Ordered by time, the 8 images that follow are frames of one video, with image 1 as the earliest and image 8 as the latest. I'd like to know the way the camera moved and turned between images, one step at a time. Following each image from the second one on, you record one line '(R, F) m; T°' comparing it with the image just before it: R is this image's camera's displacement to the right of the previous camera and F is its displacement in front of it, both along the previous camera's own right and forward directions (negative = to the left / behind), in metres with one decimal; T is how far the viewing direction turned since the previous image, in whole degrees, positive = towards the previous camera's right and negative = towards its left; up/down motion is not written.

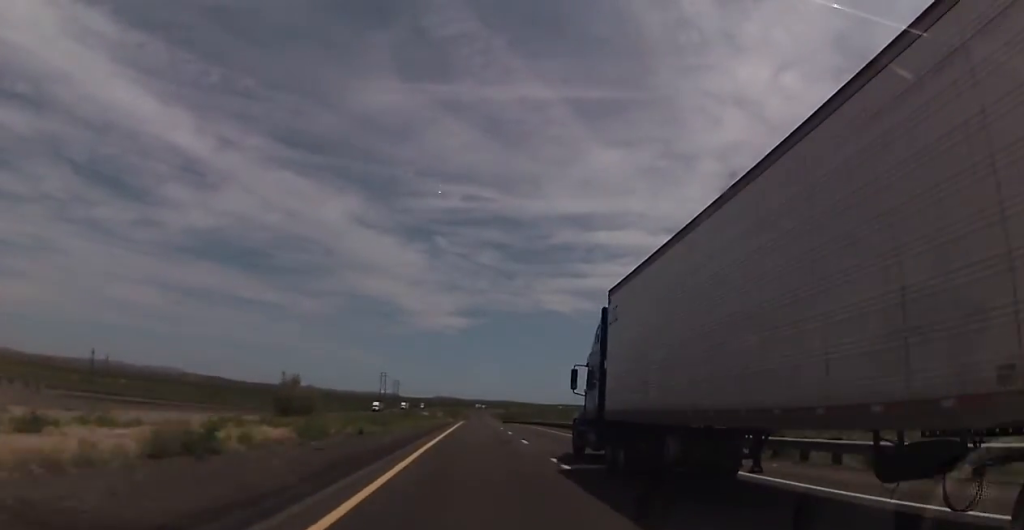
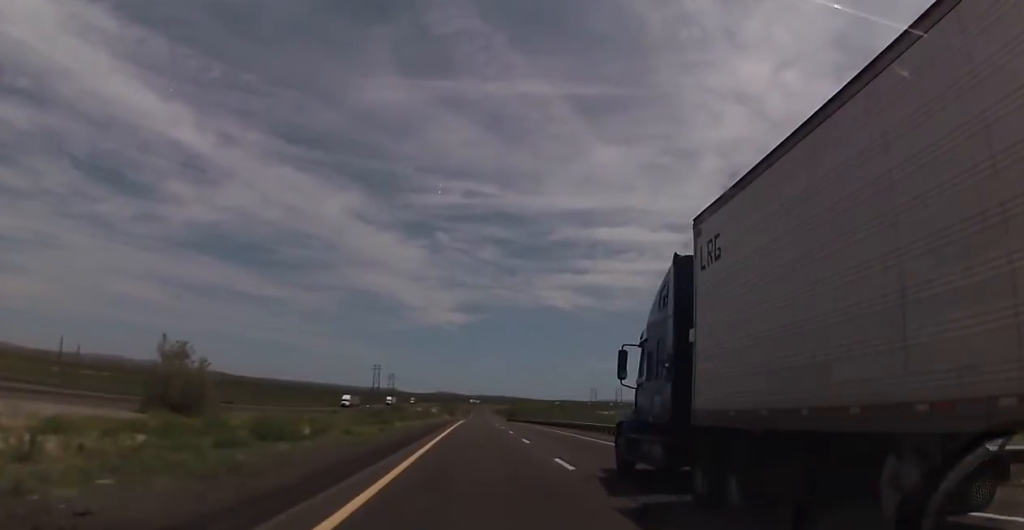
(0.0, +36.6) m; 0°
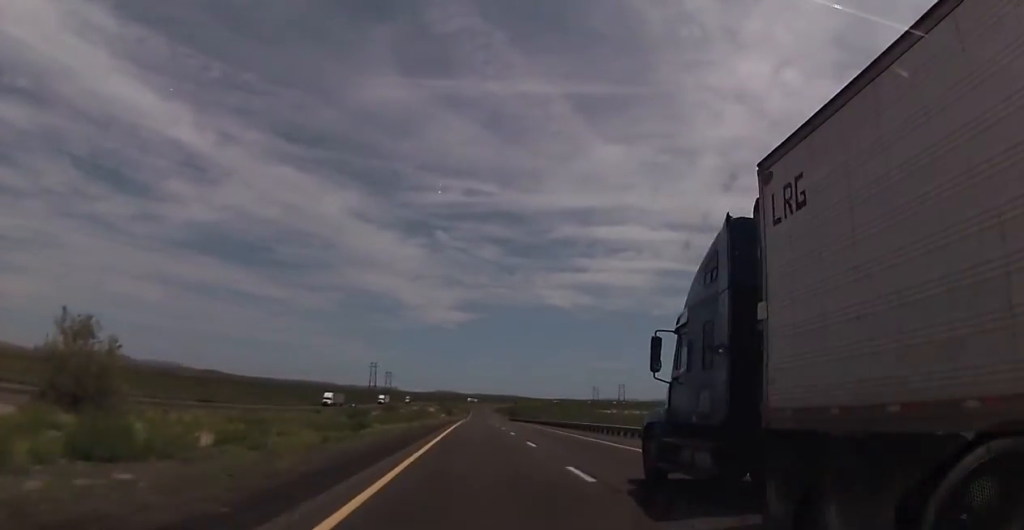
(0.0, +14.6) m; 0°
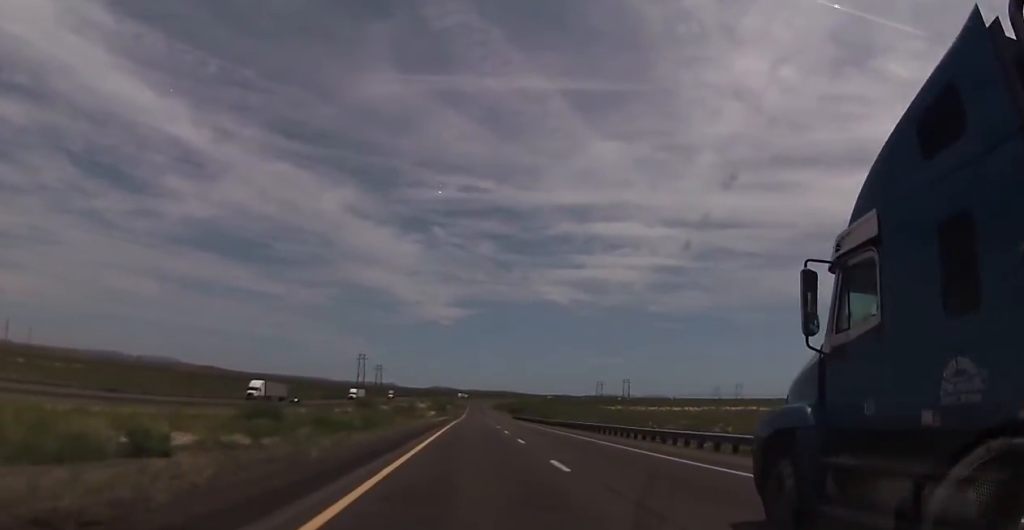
(0.0, +34.2) m; 0°
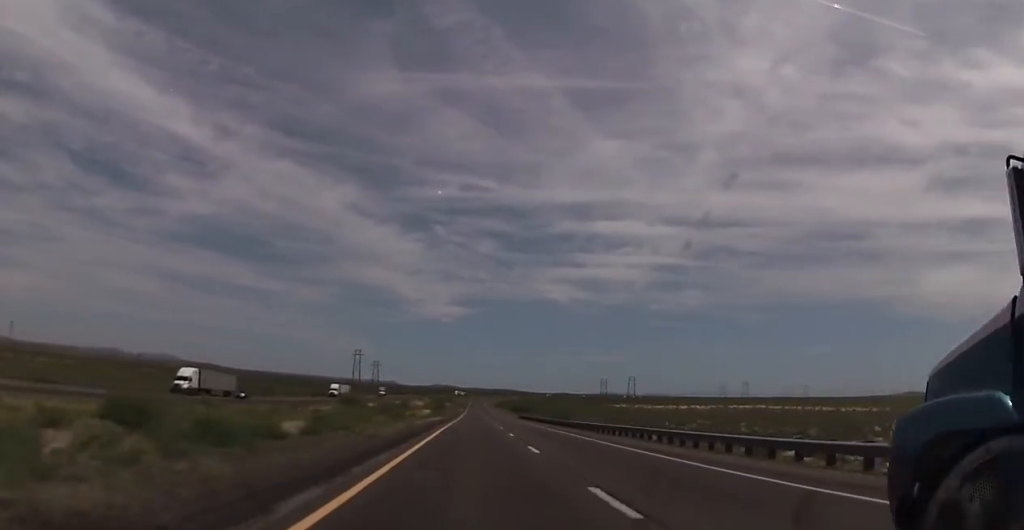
(+0.1, +18.4) m; 0°
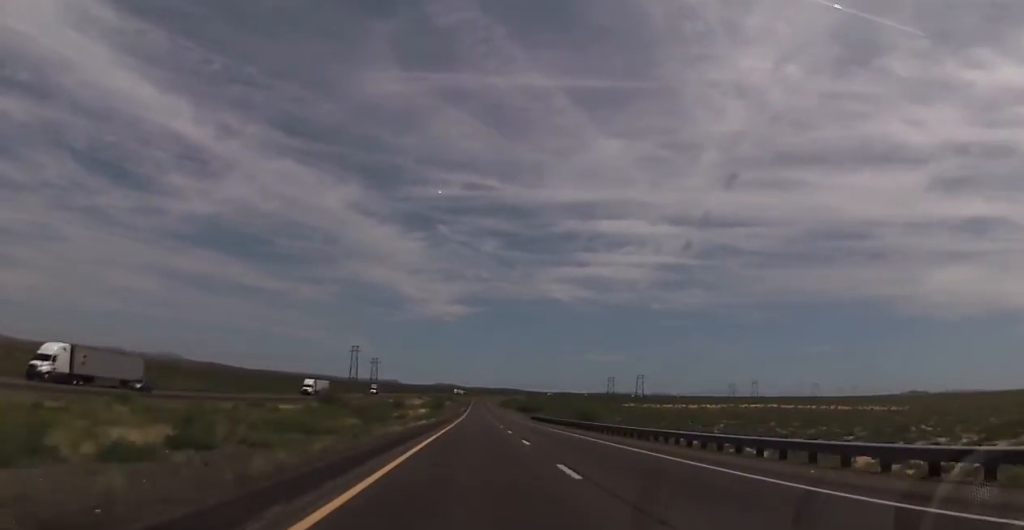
(+0.1, +19.6) m; 0°
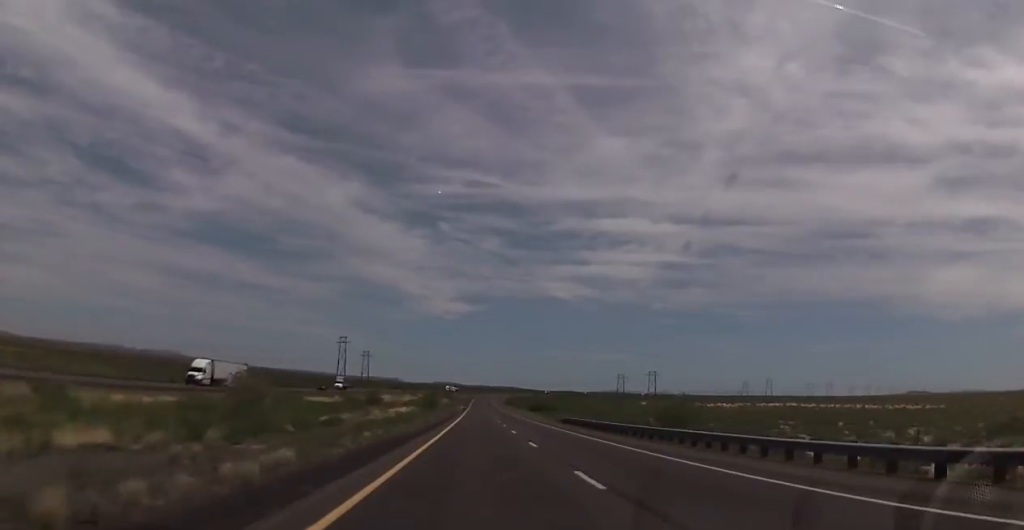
(-0.2, +38.2) m; 0°
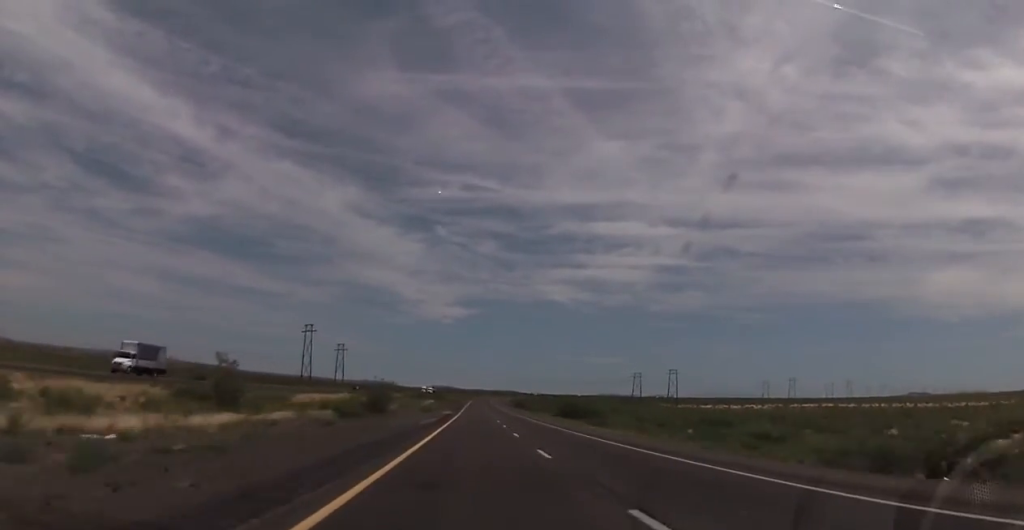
(+0.3, +66.5) m; 0°
